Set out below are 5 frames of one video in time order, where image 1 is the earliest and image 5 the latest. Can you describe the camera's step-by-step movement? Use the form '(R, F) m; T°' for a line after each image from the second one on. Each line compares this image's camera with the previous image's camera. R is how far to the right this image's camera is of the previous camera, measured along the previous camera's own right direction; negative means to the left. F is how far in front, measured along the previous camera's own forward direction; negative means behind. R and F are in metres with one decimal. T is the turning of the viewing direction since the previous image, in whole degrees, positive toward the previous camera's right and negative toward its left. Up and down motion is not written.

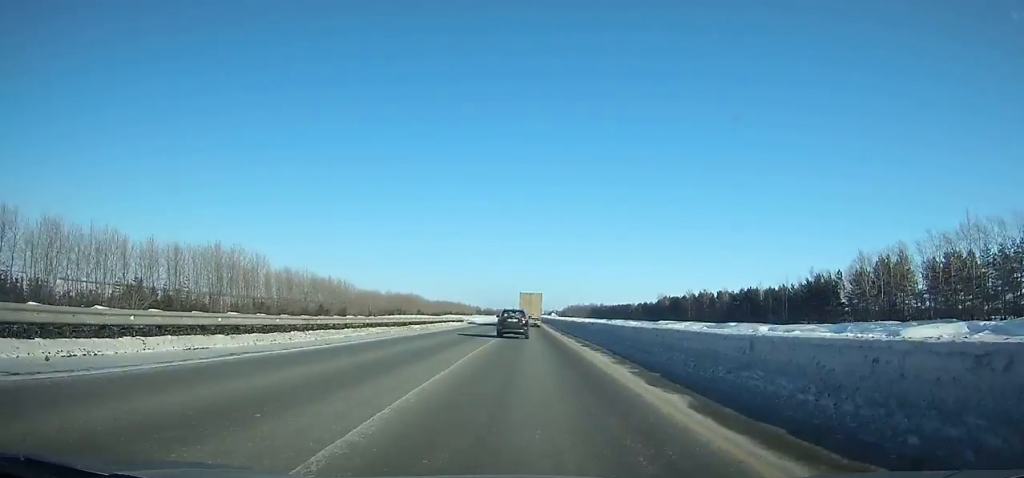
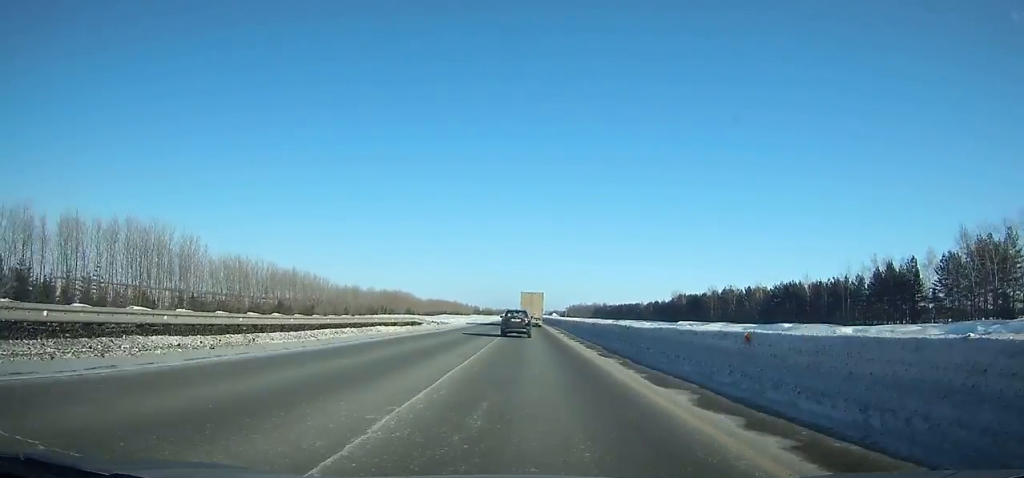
(0.0, +30.1) m; 0°
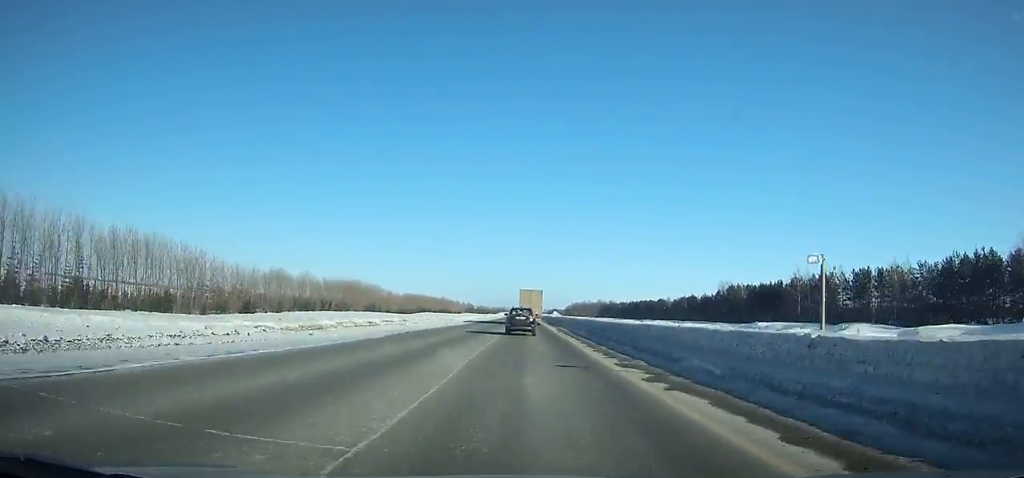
(0.0, +71.3) m; 0°
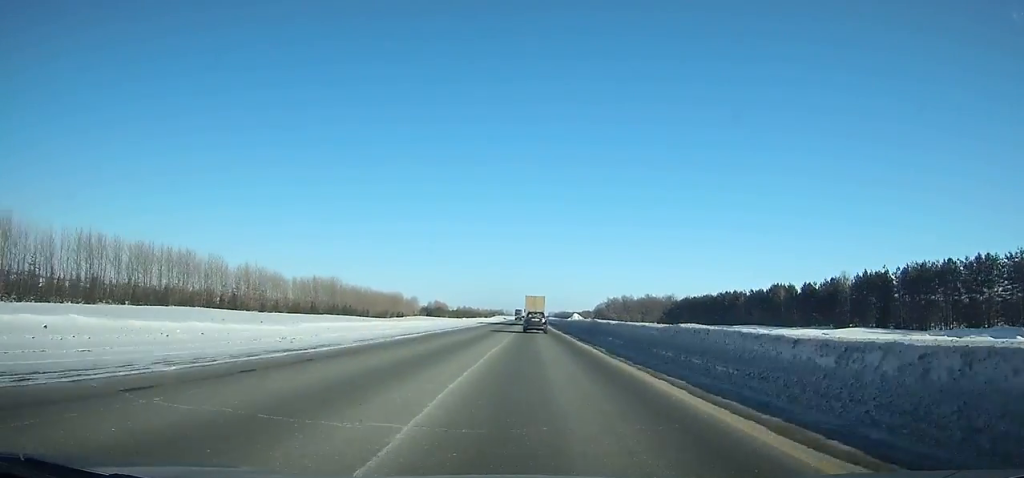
(-0.4, +281.3) m; 0°
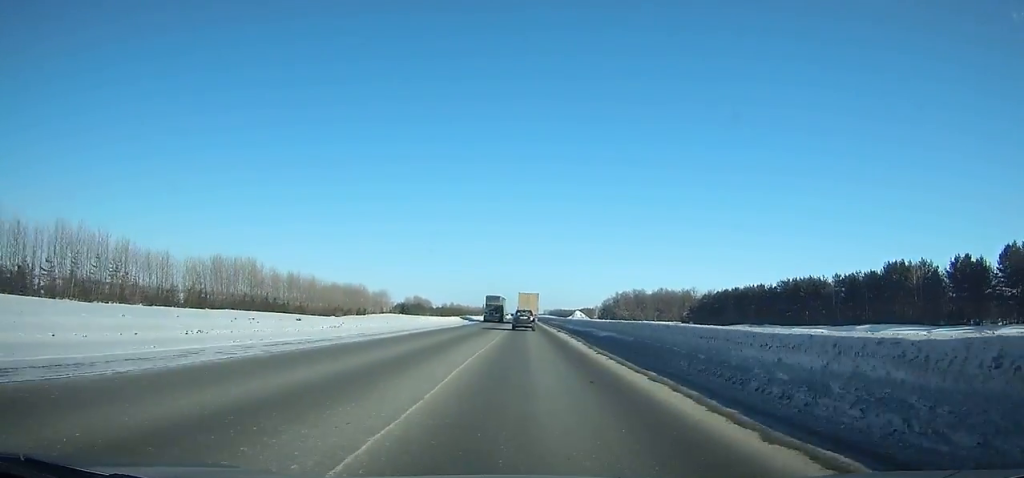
(+0.1, +60.9) m; 0°
